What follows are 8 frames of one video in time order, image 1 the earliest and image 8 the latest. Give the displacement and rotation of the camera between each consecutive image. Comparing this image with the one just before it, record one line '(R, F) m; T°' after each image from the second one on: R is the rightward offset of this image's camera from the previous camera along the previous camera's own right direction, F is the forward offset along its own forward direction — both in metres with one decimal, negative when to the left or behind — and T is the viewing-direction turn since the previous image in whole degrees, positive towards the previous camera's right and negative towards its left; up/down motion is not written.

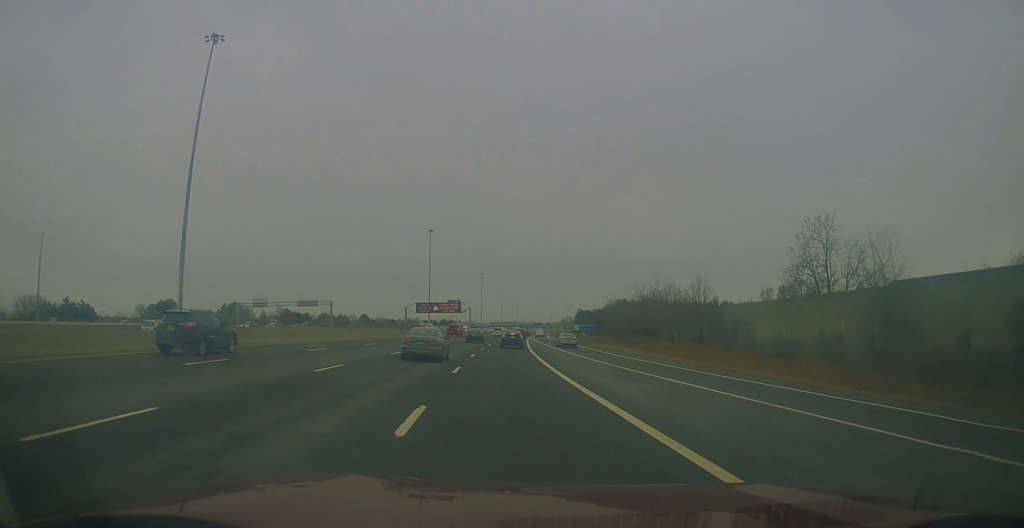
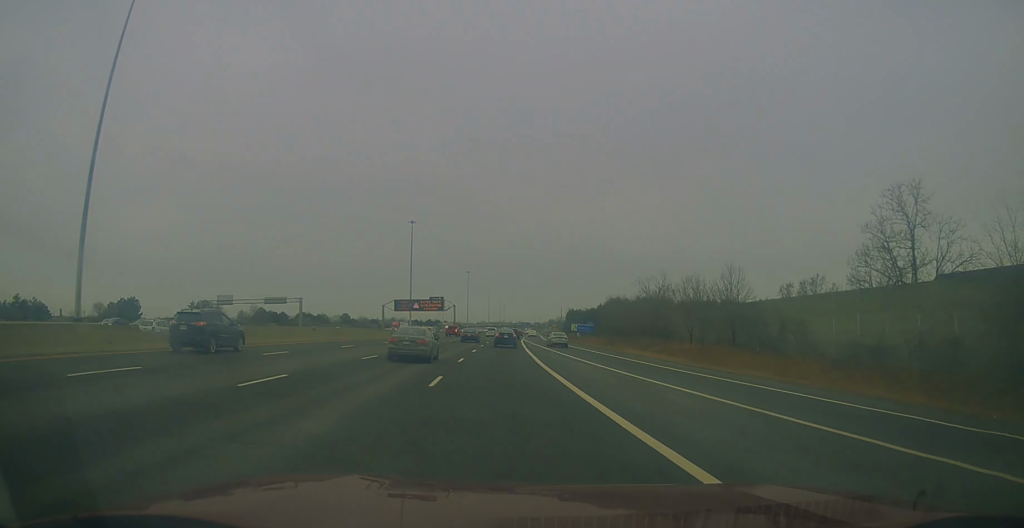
(-0.2, +17.3) m; +1°
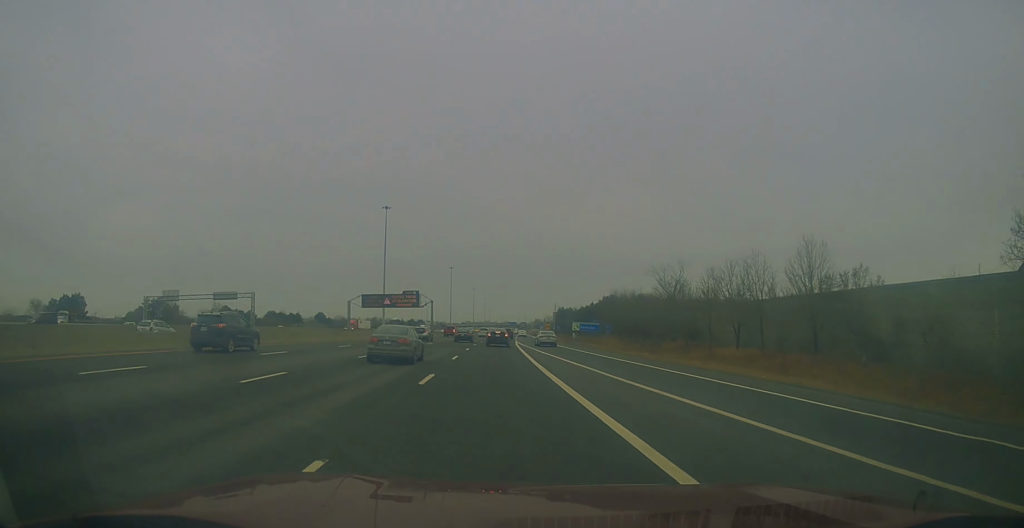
(+0.9, +23.6) m; +2°
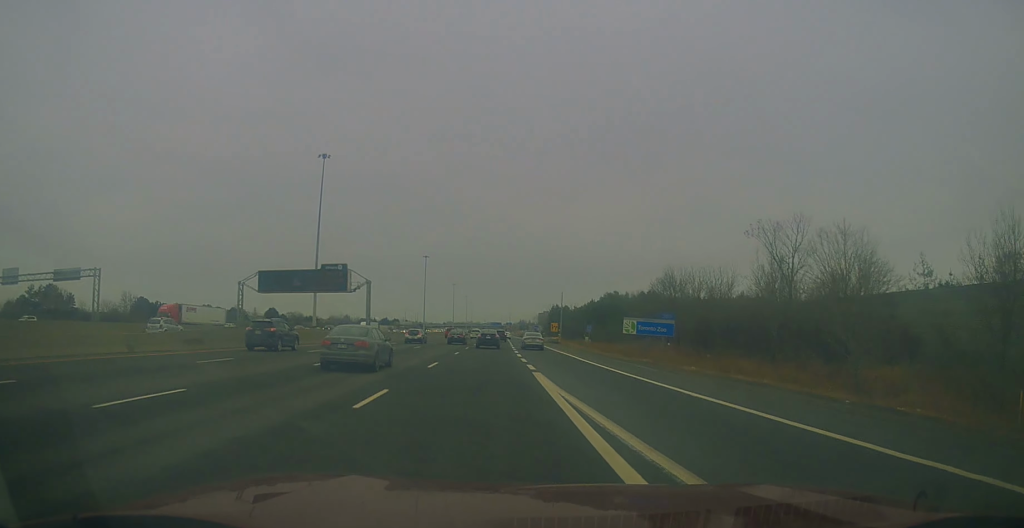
(+0.3, +53.4) m; +1°
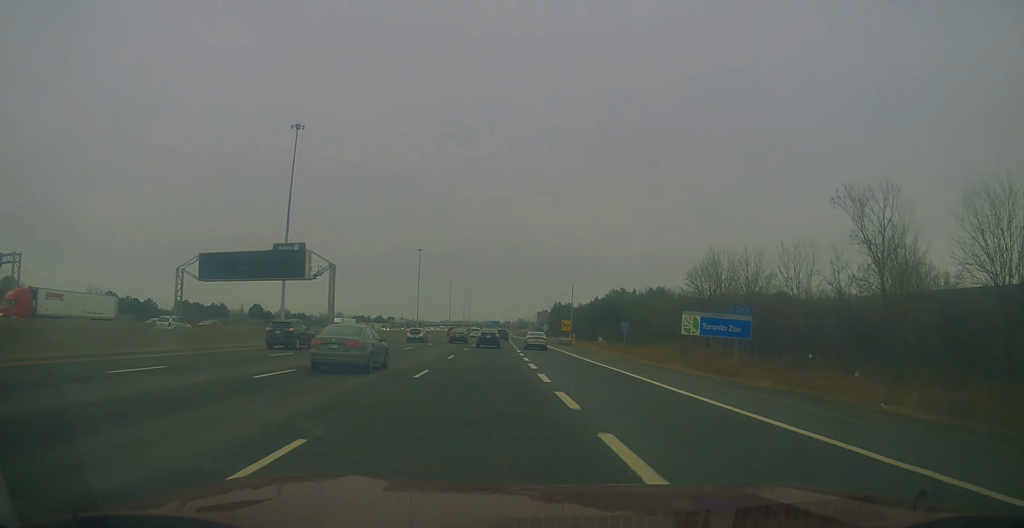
(0.0, +18.9) m; +1°
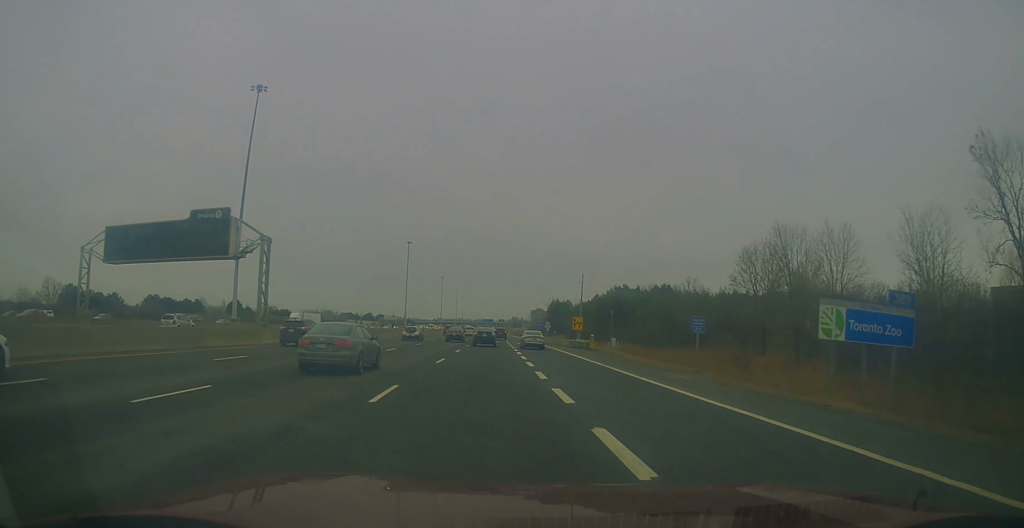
(+0.4, +20.3) m; +1°
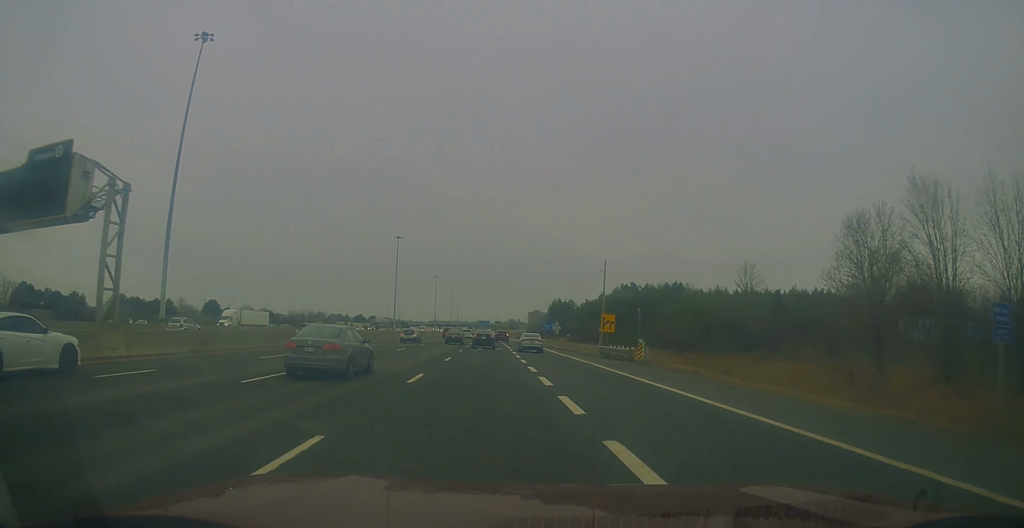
(0.0, +21.8) m; 0°
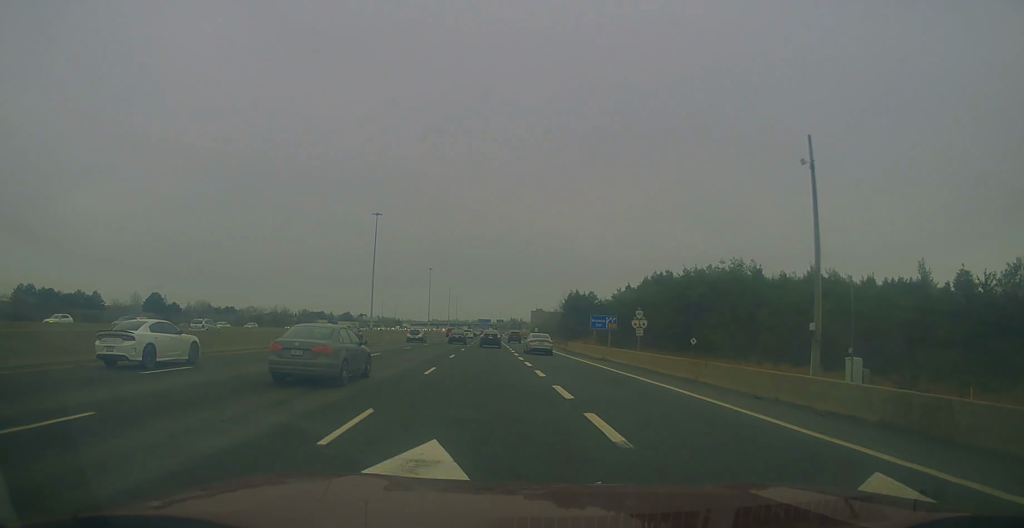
(-0.2, +46.1) m; 0°
